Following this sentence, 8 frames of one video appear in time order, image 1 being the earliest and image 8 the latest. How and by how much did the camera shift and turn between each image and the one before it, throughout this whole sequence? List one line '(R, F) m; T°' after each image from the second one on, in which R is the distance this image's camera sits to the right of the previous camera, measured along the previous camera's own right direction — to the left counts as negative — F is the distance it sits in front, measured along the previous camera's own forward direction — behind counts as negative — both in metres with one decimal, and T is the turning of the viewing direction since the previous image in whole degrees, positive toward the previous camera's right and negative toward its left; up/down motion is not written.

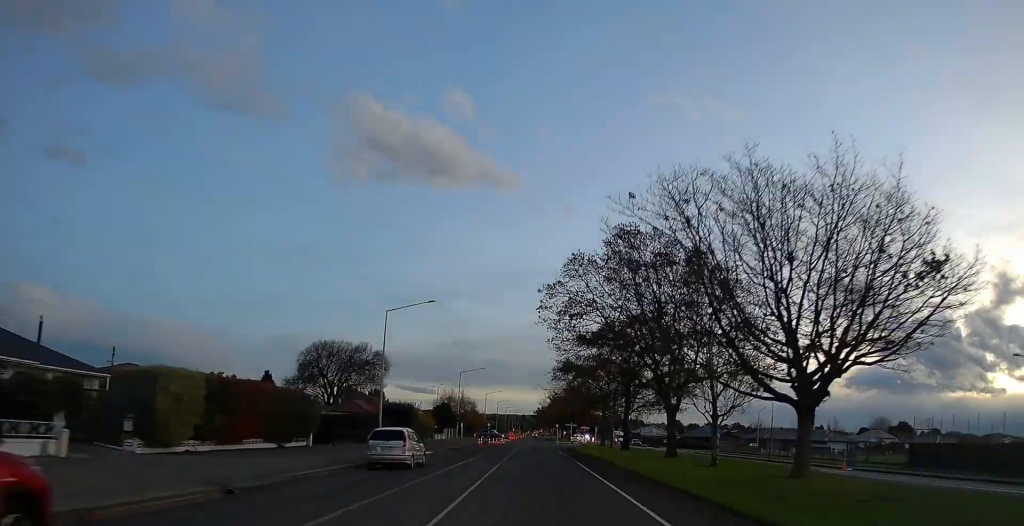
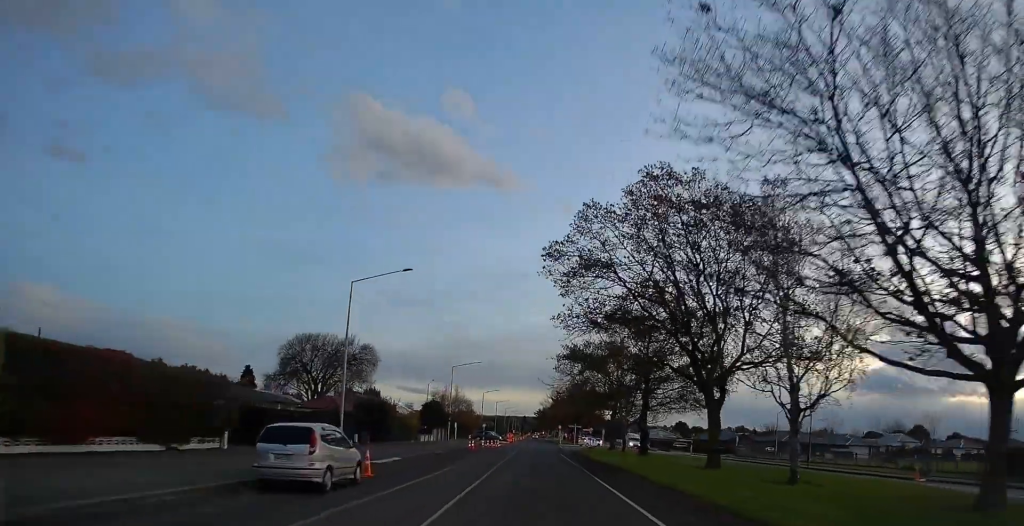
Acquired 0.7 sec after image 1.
(+0.2, +10.0) m; +1°
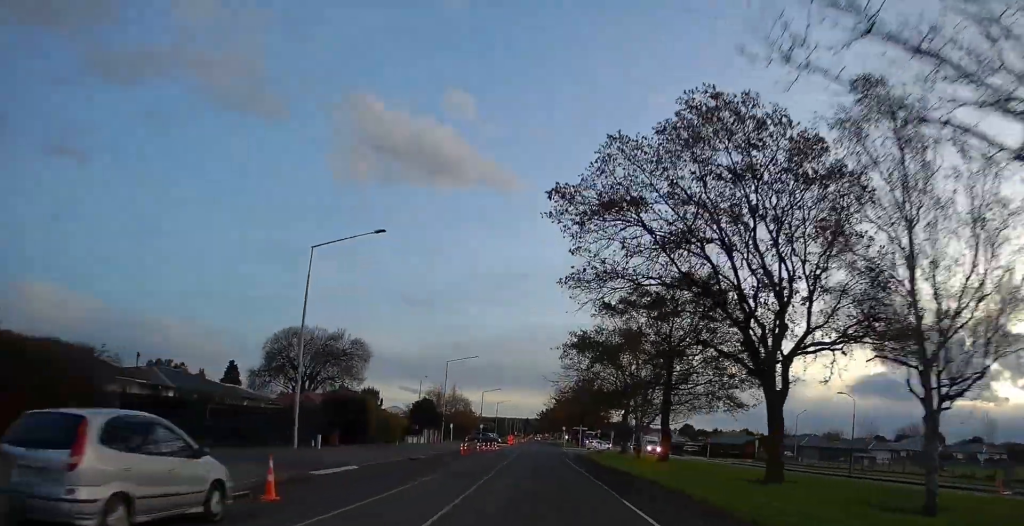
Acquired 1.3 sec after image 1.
(0.0, +8.3) m; 0°
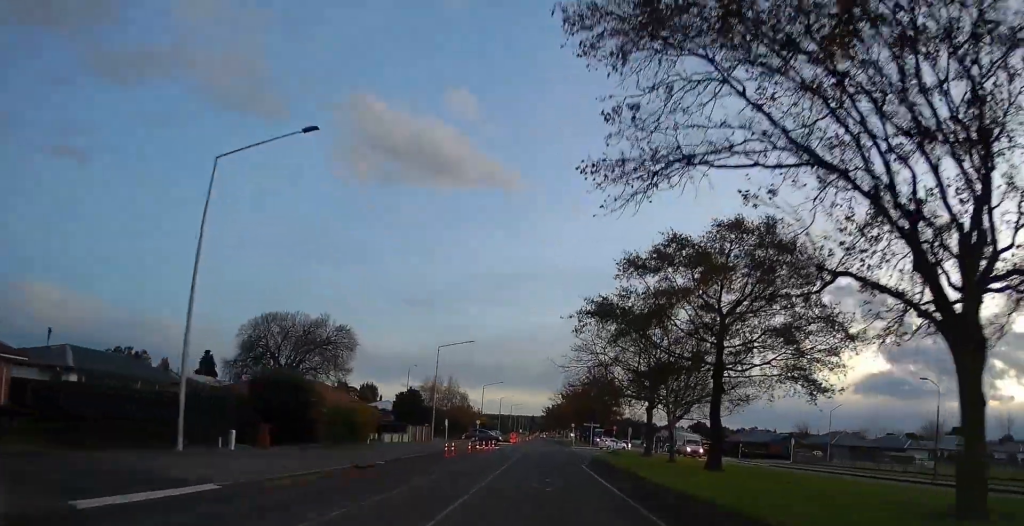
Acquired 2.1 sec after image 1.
(0.0, +11.3) m; 0°
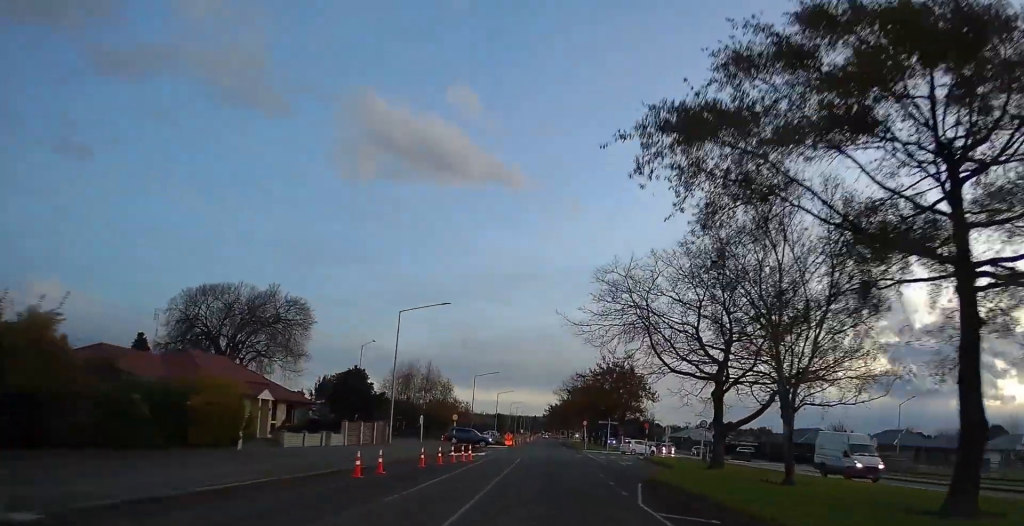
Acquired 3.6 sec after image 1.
(+0.1, +20.8) m; 0°
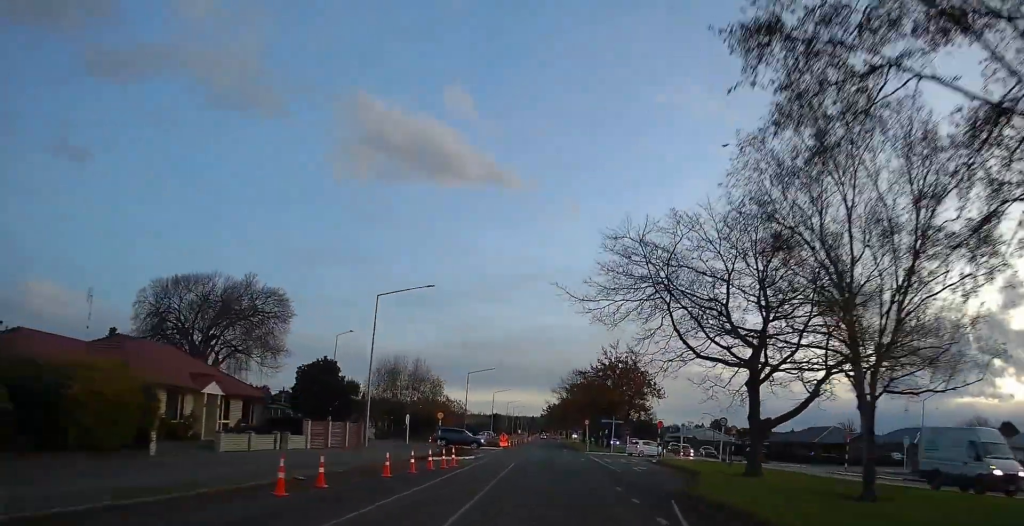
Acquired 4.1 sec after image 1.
(0.0, +6.2) m; 0°
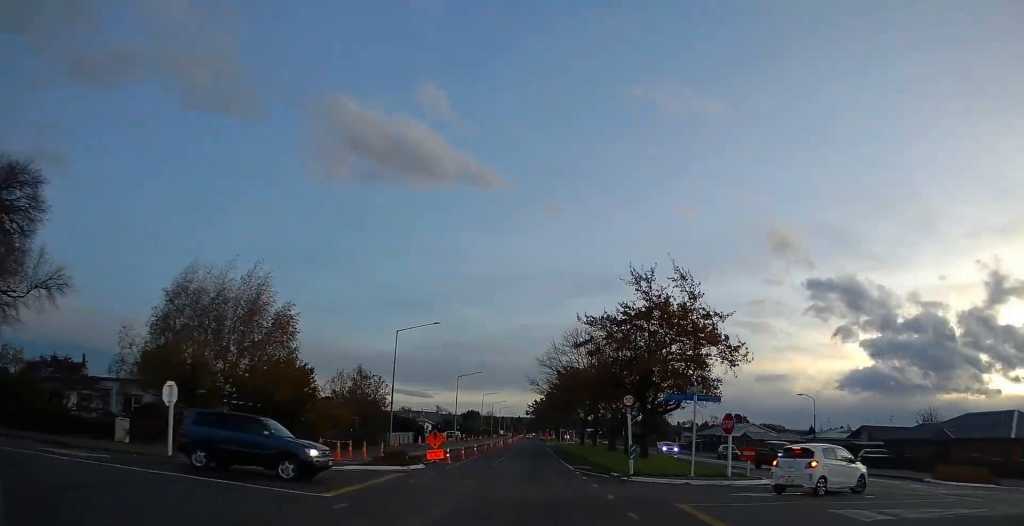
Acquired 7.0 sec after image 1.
(-0.2, +40.7) m; -1°
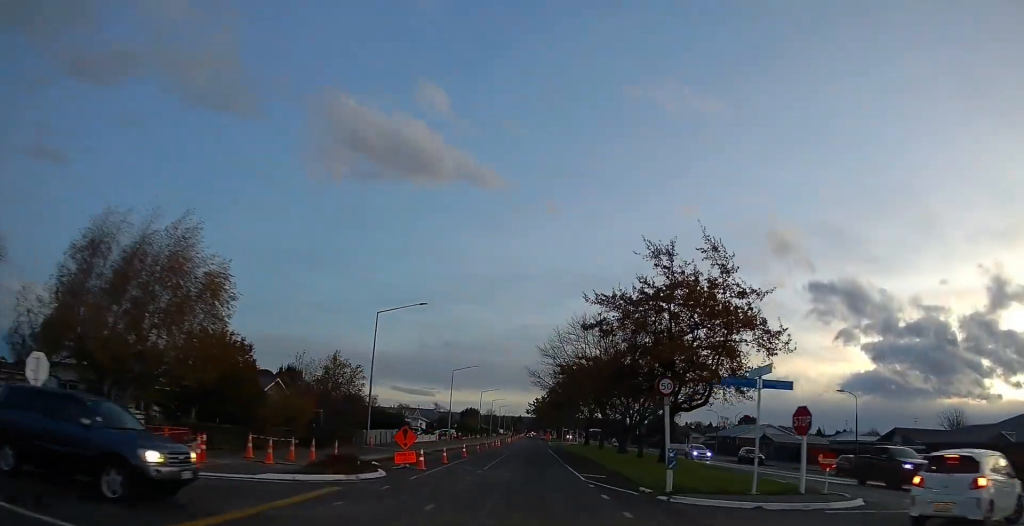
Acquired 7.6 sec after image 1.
(-0.2, +7.7) m; 0°
